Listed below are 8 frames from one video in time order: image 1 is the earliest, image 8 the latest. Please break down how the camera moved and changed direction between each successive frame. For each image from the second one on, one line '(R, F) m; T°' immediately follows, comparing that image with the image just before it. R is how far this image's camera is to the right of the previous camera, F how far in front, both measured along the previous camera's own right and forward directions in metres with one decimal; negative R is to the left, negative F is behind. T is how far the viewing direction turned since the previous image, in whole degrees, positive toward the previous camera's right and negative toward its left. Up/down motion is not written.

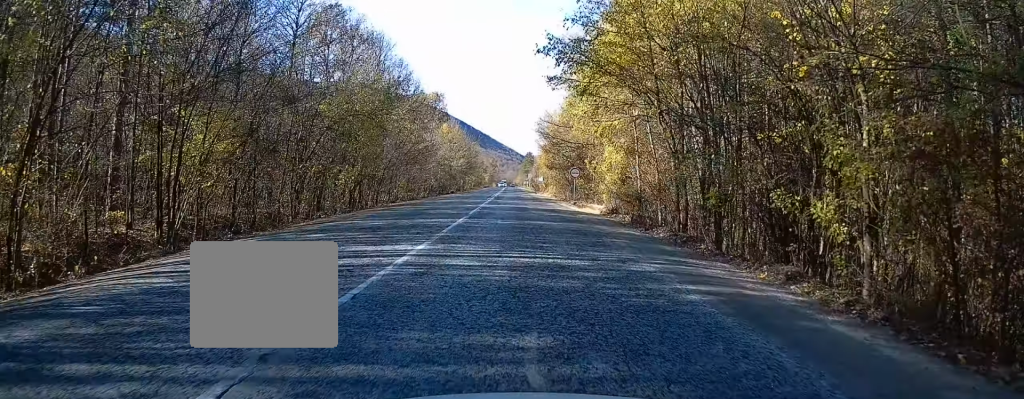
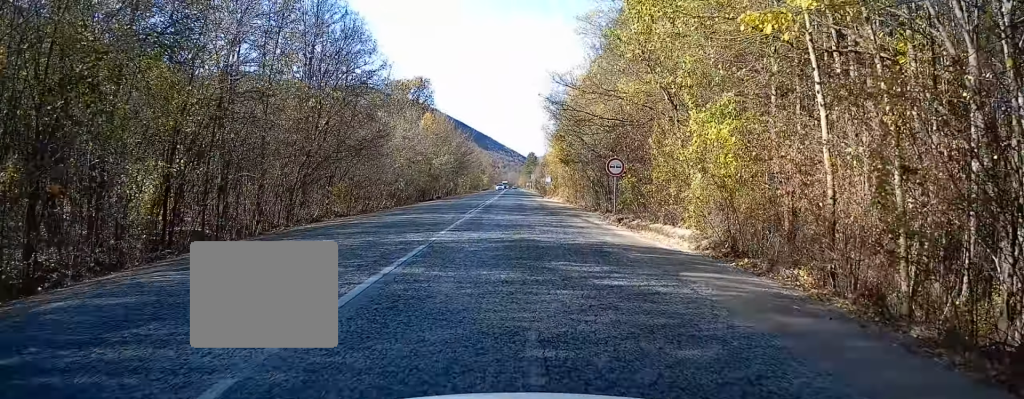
(0.0, +17.4) m; 0°
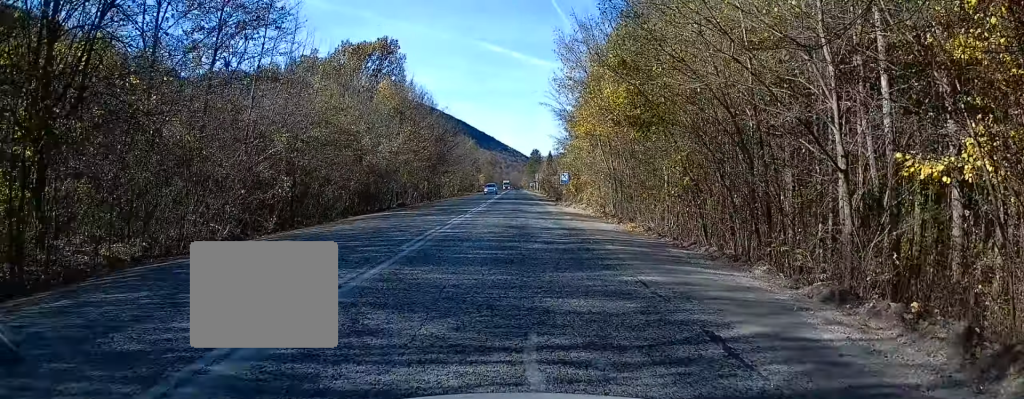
(0.0, +23.0) m; -1°
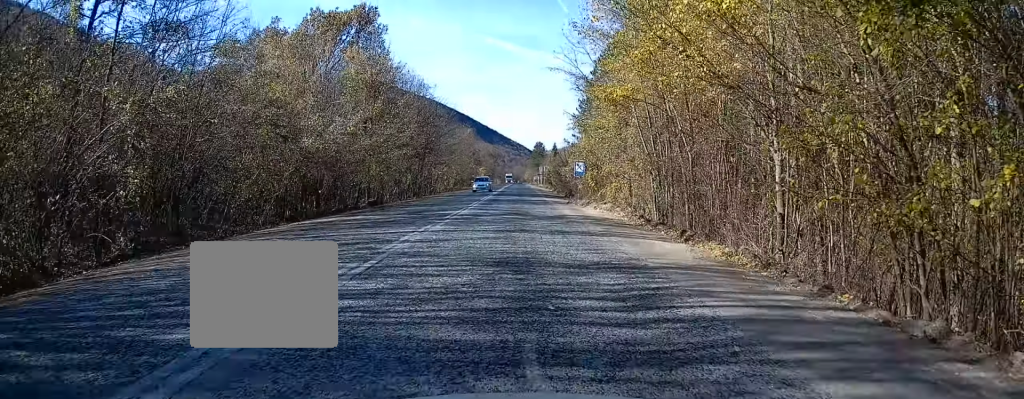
(-0.1, +9.8) m; -1°
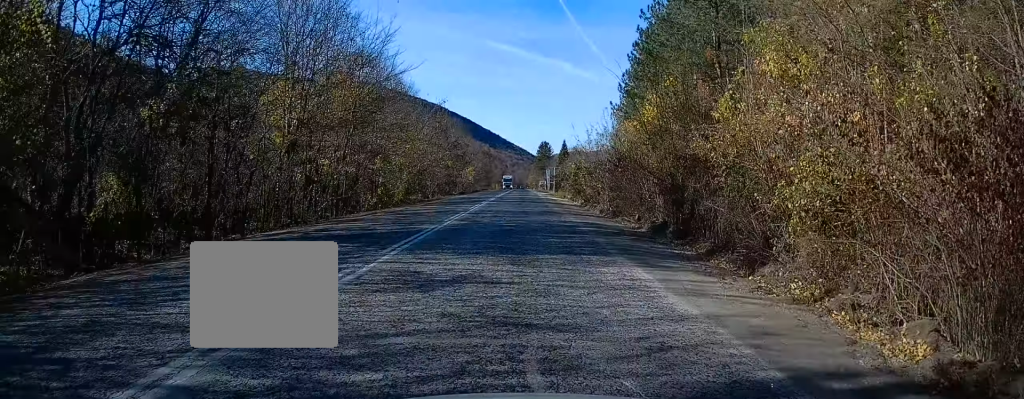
(-0.7, +35.8) m; -1°
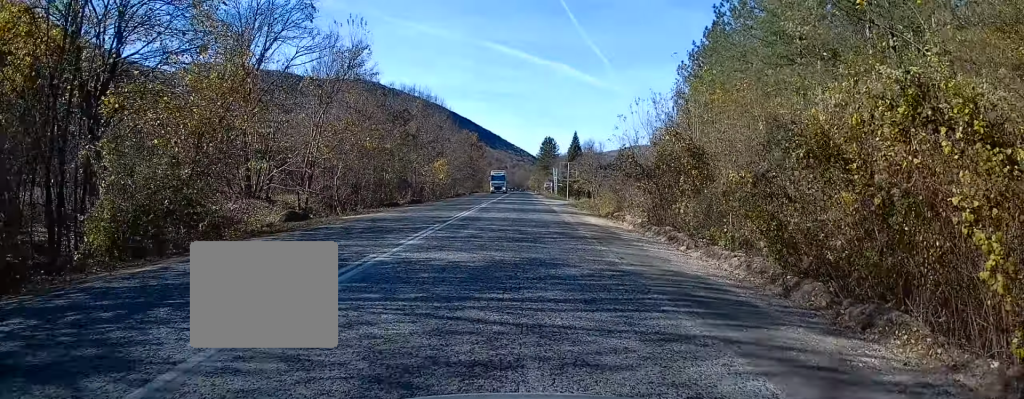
(+0.8, +34.1) m; +1°
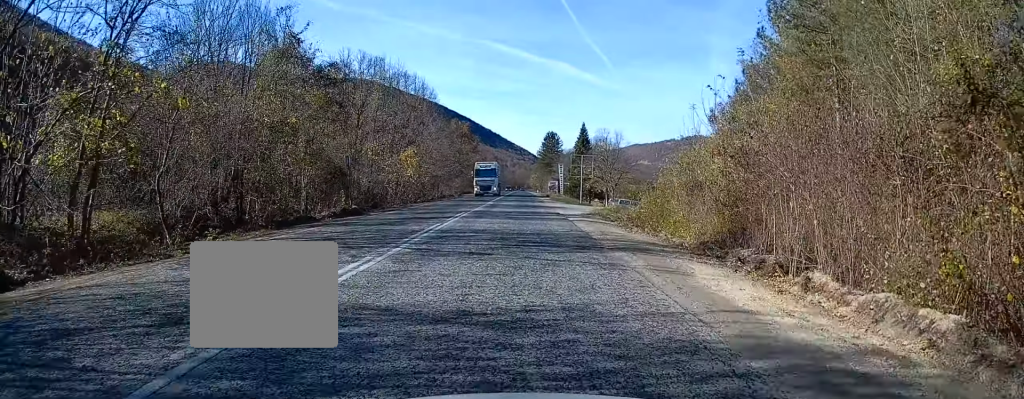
(0.0, +17.5) m; -1°
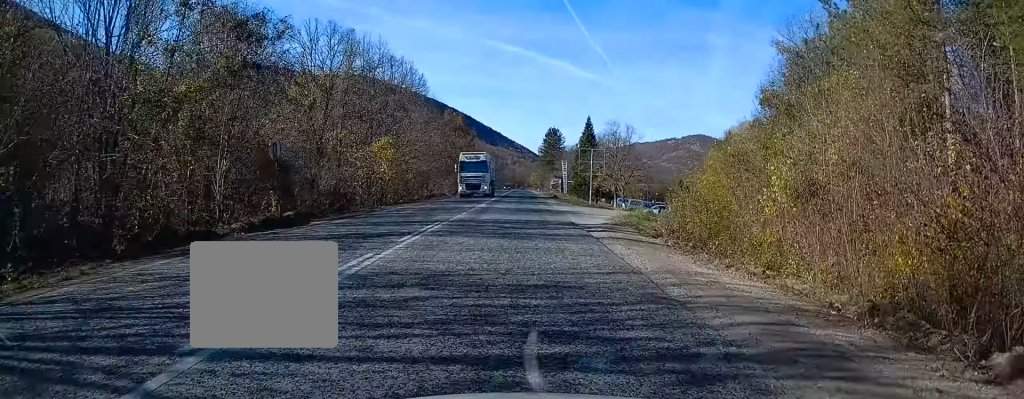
(+0.1, +8.5) m; 0°
